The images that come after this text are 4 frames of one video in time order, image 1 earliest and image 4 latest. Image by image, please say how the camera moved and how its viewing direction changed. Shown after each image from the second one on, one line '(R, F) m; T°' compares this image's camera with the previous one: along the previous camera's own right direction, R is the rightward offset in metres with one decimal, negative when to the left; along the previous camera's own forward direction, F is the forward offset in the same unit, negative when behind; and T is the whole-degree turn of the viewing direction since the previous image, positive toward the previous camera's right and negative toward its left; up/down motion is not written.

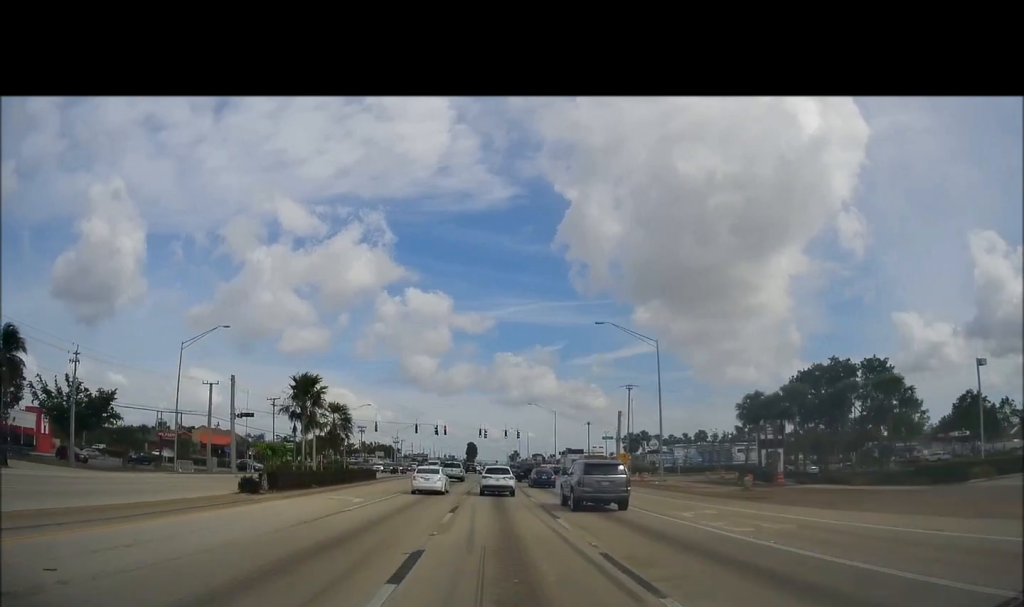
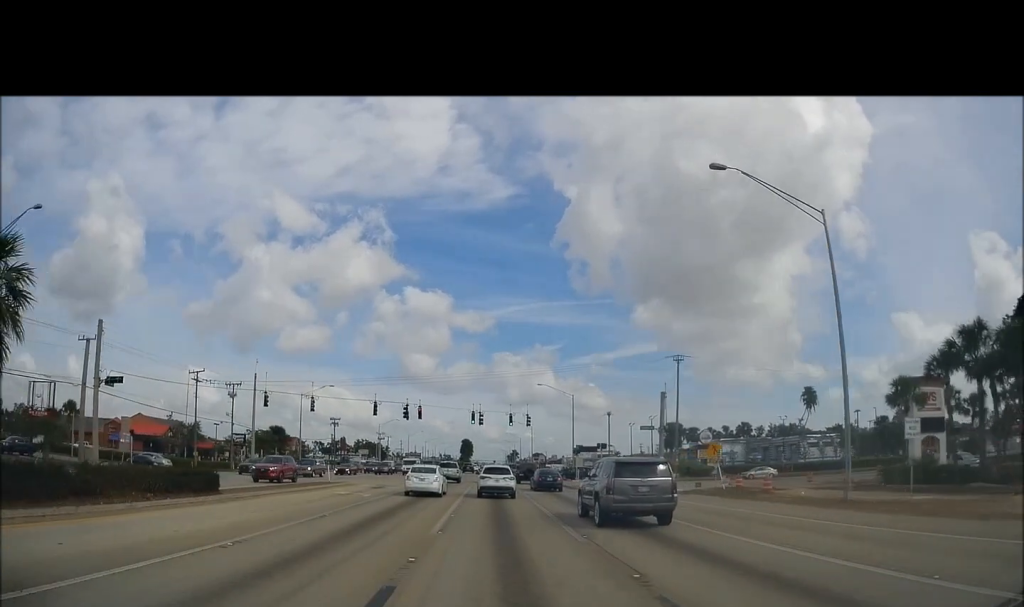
(+0.7, +30.2) m; +1°
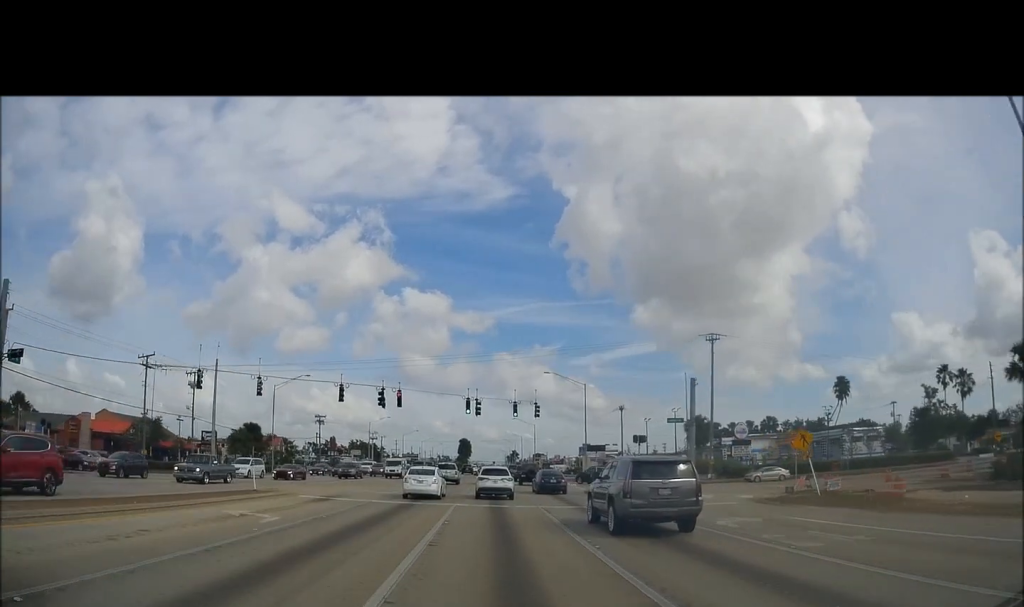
(-0.4, +12.9) m; -1°
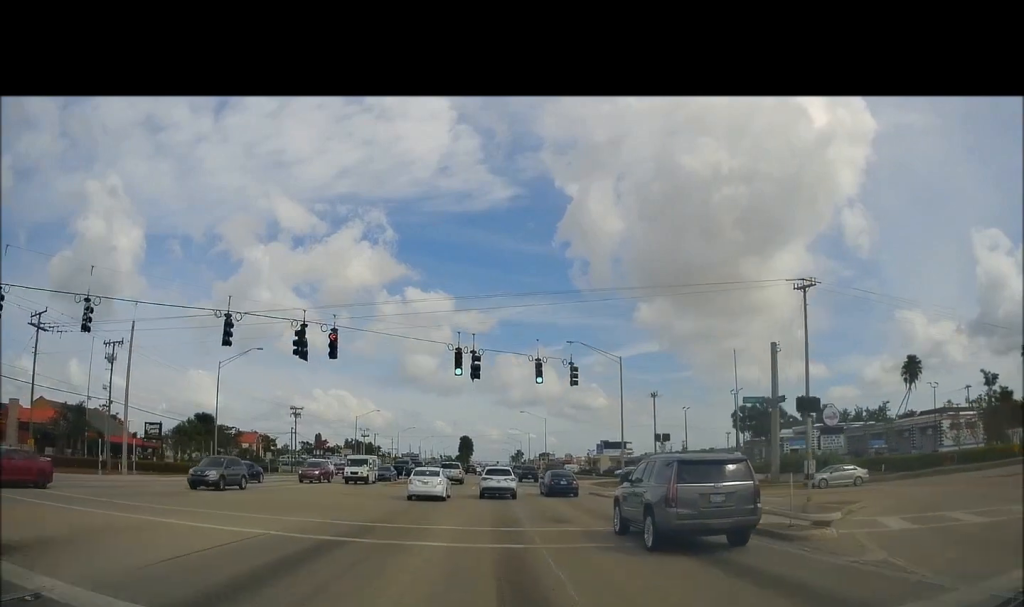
(-0.1, +20.0) m; 0°
